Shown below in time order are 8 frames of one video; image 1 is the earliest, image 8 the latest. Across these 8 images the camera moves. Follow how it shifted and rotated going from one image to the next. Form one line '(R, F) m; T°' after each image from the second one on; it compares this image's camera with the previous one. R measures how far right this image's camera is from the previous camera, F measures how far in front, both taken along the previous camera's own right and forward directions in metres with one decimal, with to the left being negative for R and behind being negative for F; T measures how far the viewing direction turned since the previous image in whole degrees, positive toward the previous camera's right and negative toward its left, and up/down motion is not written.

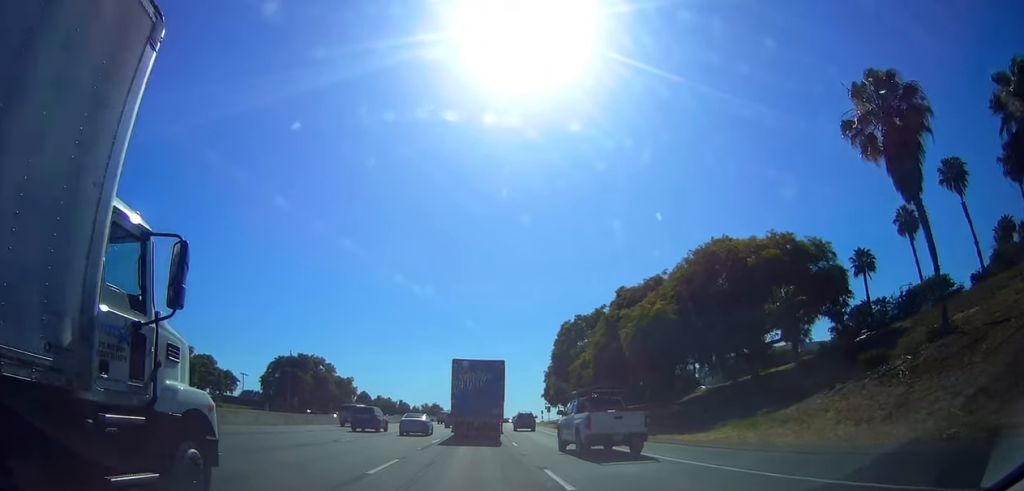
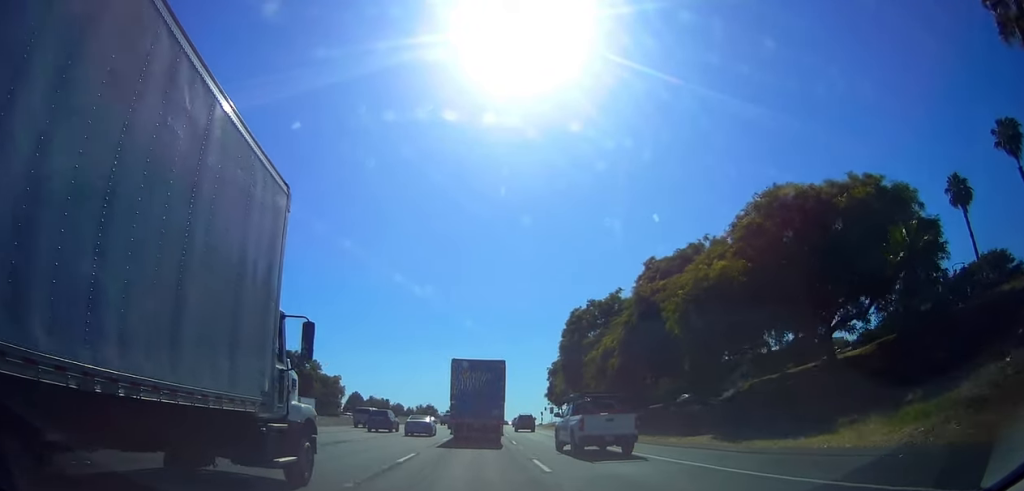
(-0.3, +10.5) m; -3°
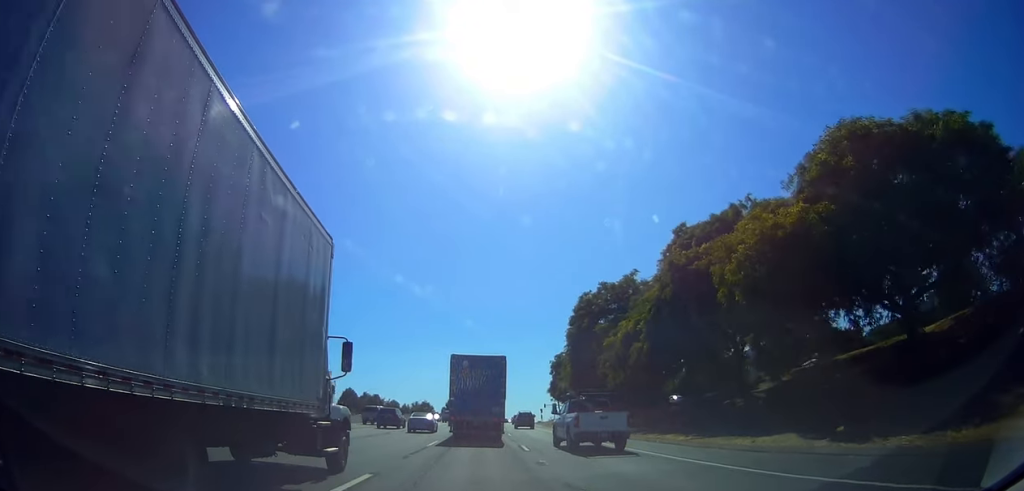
(-0.5, +7.5) m; 0°
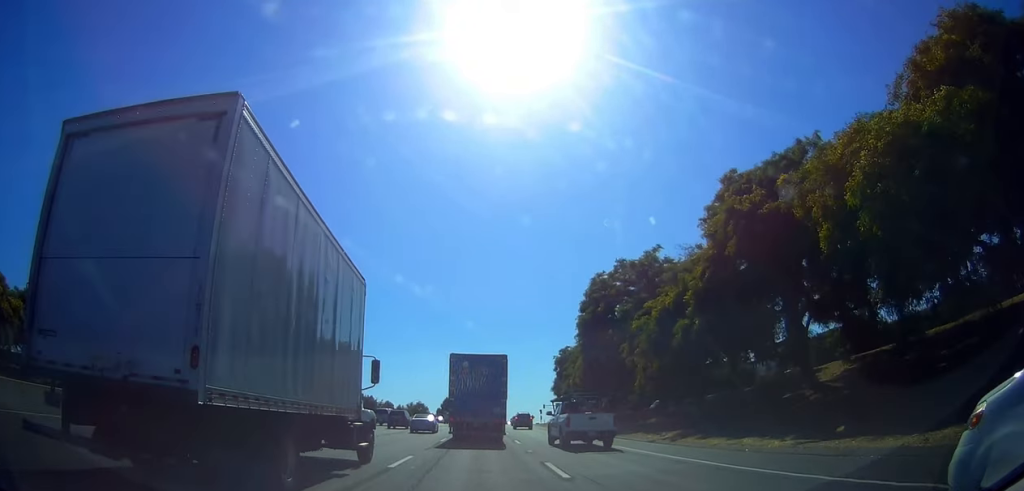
(+0.8, +9.0) m; 0°
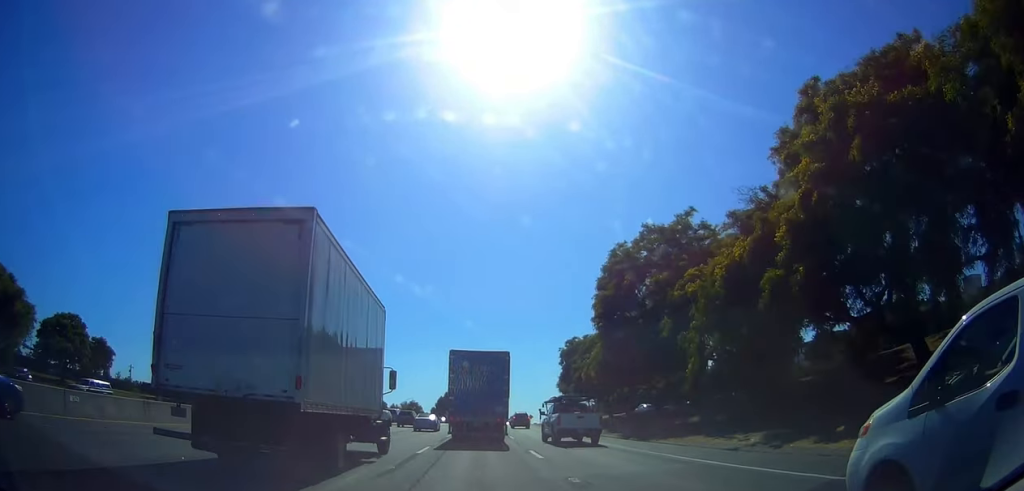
(-0.8, +9.5) m; 0°
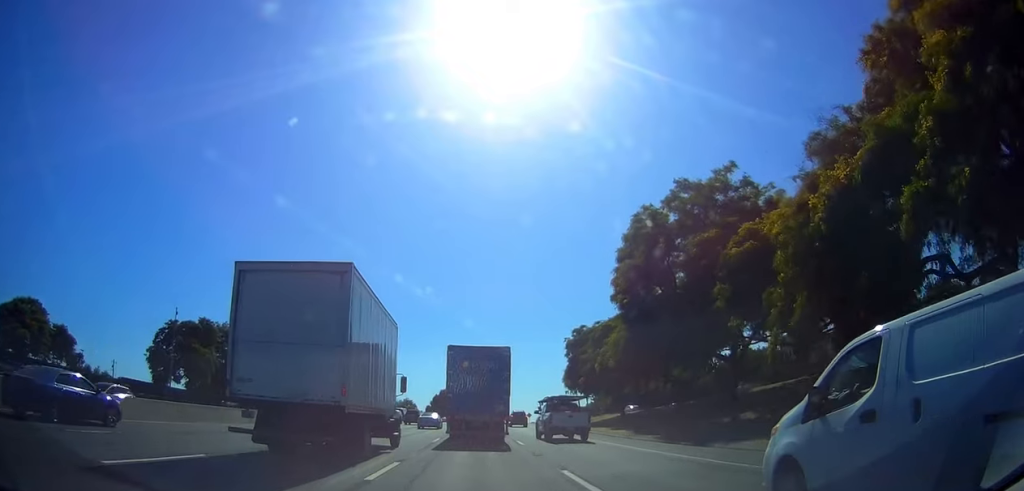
(+0.5, +8.1) m; 0°
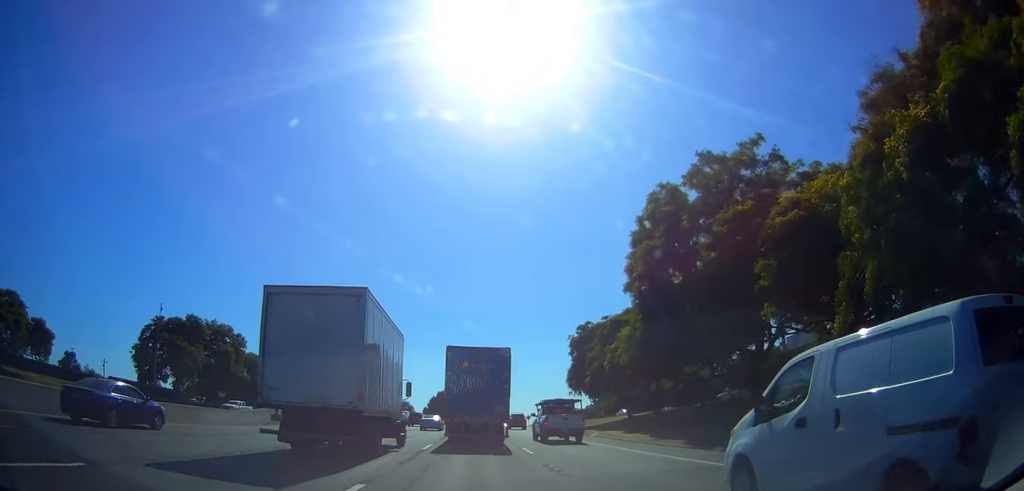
(+0.1, +4.4) m; 0°
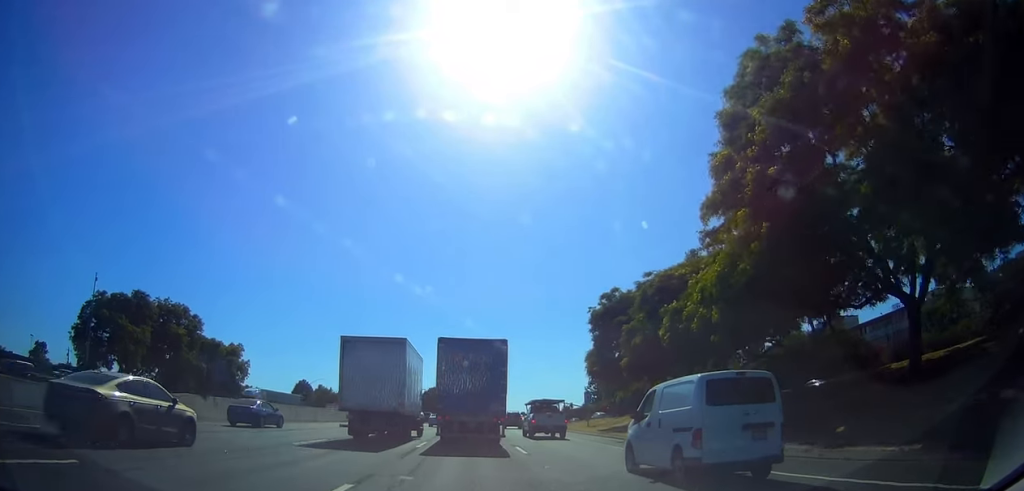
(0.0, +16.5) m; +4°
